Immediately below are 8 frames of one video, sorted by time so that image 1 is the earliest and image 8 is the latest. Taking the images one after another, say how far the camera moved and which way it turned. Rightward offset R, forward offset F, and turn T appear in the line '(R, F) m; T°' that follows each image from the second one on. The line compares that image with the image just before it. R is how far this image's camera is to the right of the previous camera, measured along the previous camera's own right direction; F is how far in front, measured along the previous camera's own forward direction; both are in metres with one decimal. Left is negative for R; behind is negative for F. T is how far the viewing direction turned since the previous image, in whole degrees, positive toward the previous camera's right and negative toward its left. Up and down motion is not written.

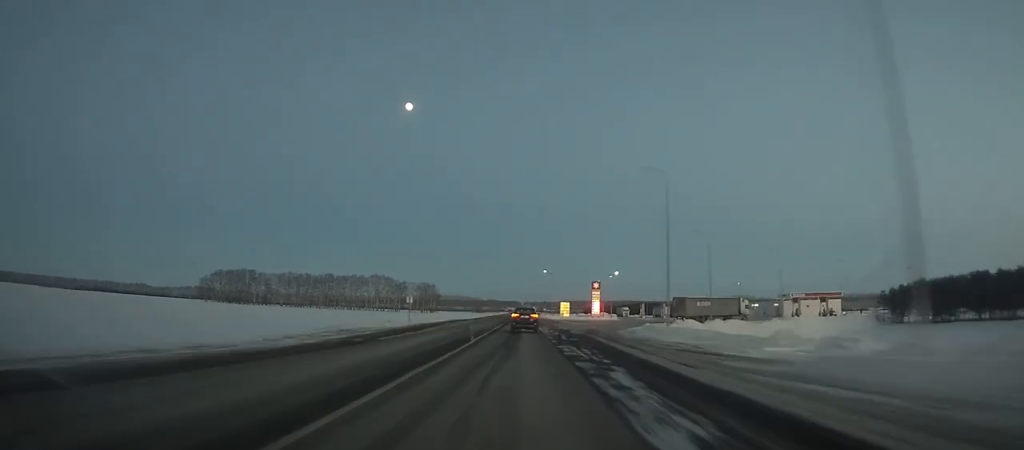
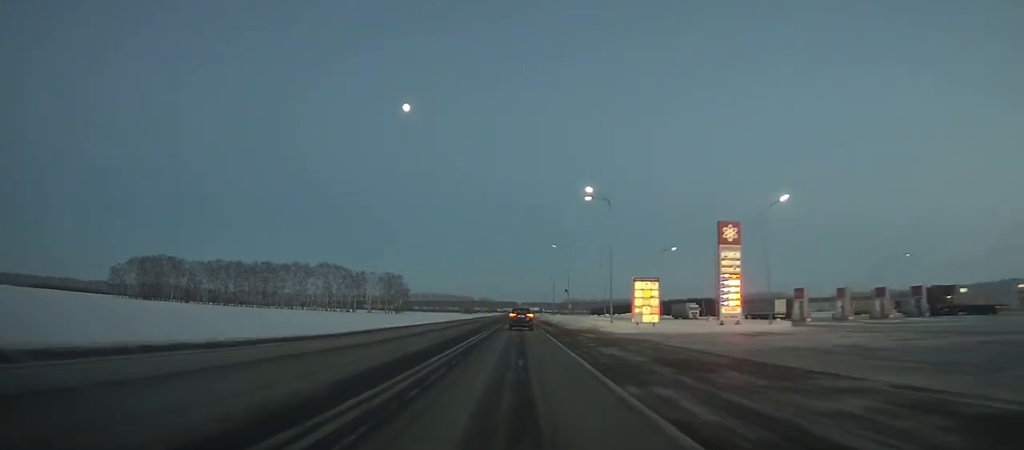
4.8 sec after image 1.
(-0.1, +95.1) m; 0°
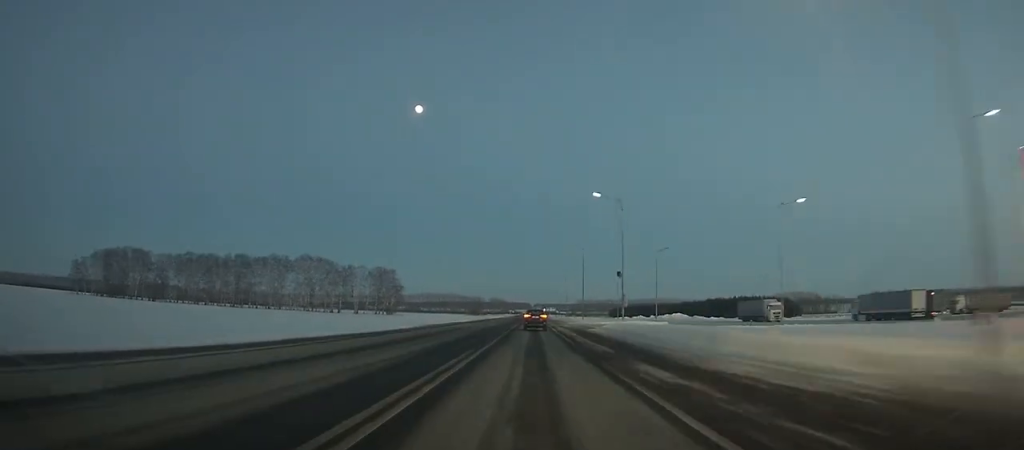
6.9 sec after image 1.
(+0.1, +41.2) m; 0°
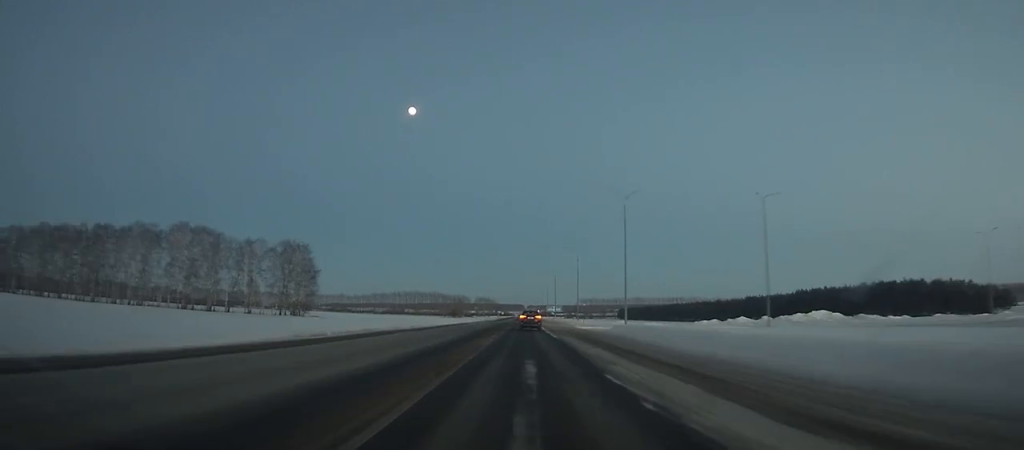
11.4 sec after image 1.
(-0.4, +90.4) m; 0°
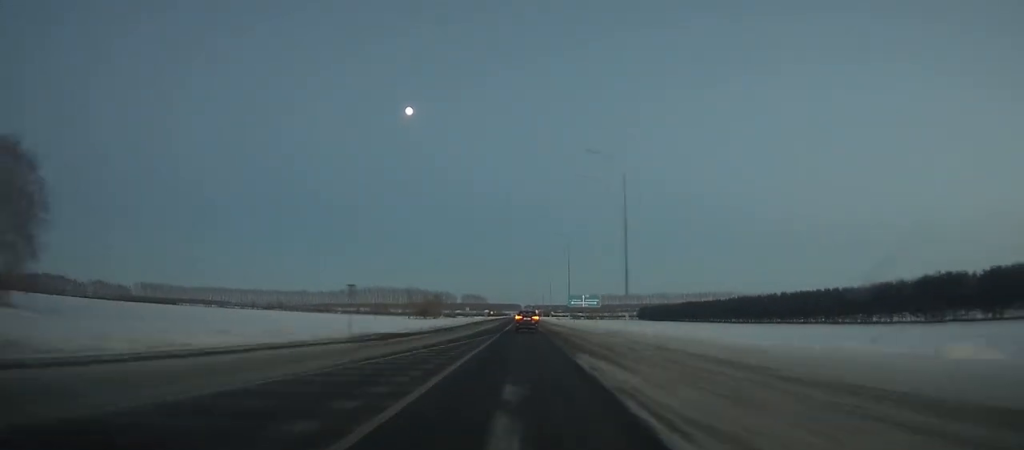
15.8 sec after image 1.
(0.0, +92.4) m; 0°
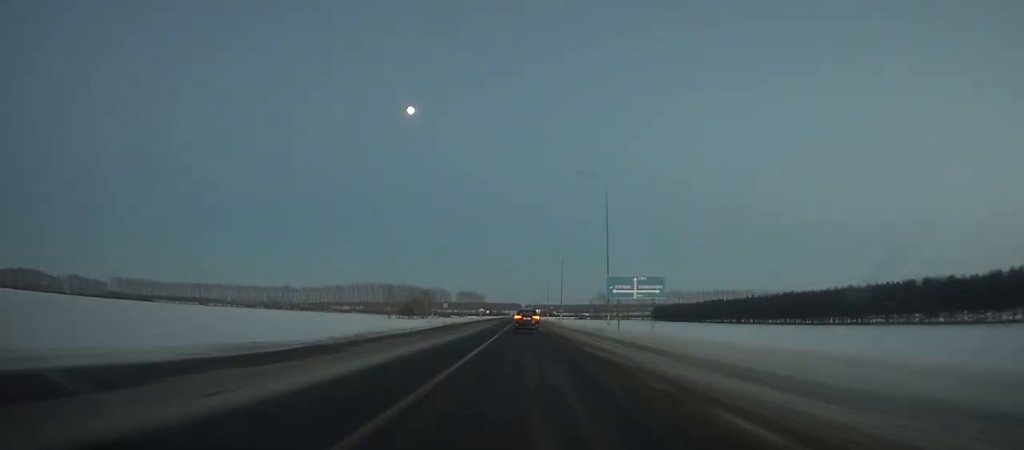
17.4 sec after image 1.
(+0.1, +34.8) m; 0°
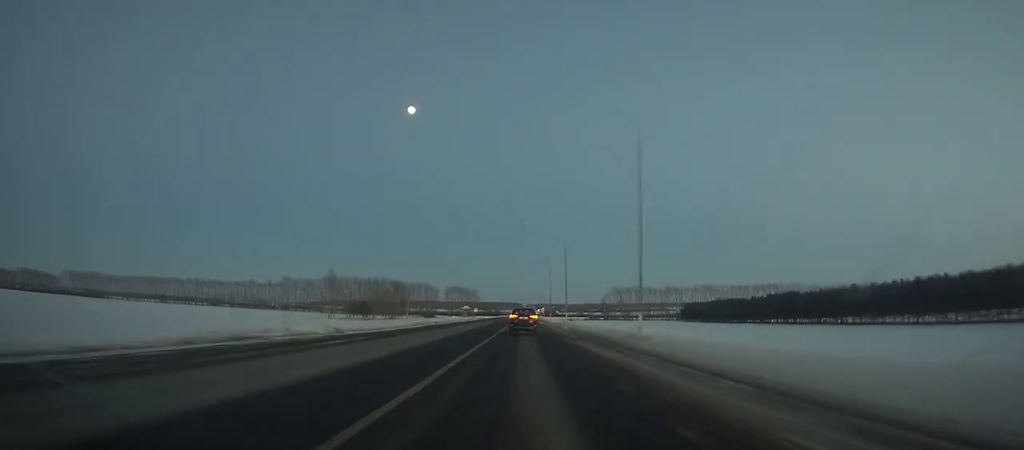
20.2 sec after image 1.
(0.0, +61.0) m; 0°
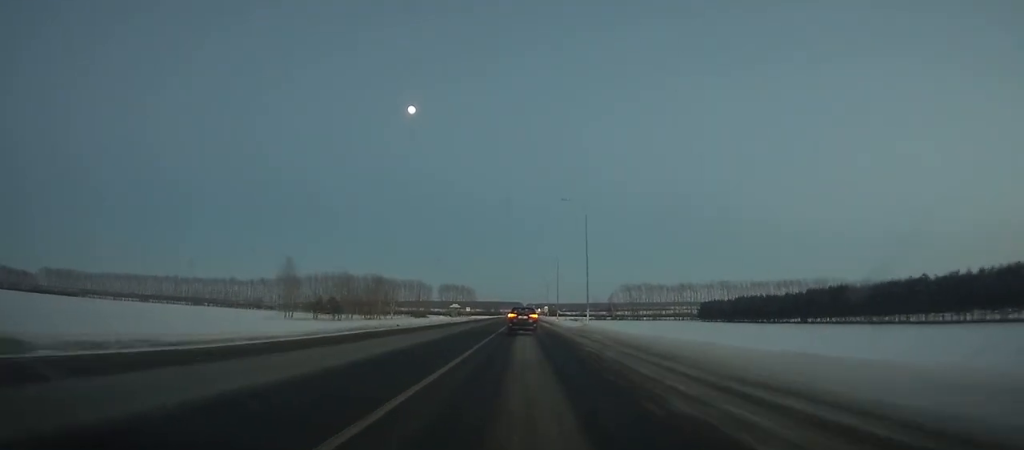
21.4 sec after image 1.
(-0.1, +26.2) m; 0°
